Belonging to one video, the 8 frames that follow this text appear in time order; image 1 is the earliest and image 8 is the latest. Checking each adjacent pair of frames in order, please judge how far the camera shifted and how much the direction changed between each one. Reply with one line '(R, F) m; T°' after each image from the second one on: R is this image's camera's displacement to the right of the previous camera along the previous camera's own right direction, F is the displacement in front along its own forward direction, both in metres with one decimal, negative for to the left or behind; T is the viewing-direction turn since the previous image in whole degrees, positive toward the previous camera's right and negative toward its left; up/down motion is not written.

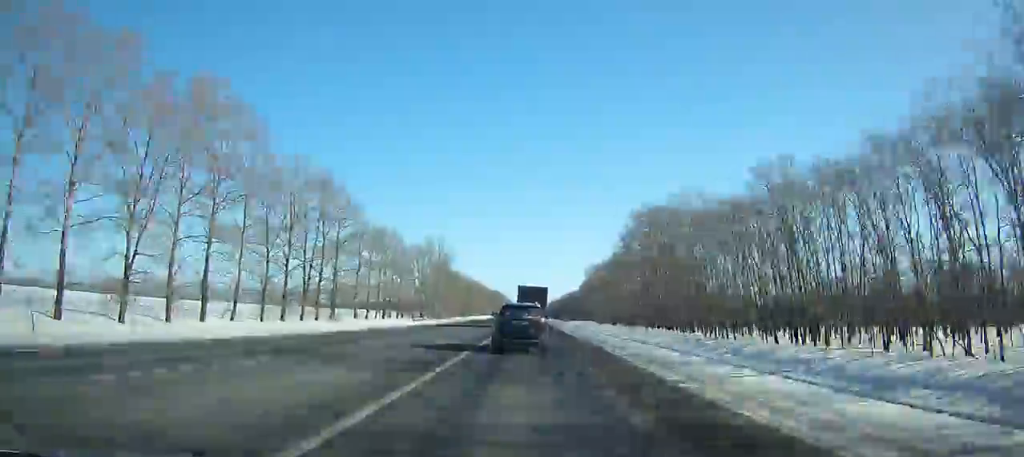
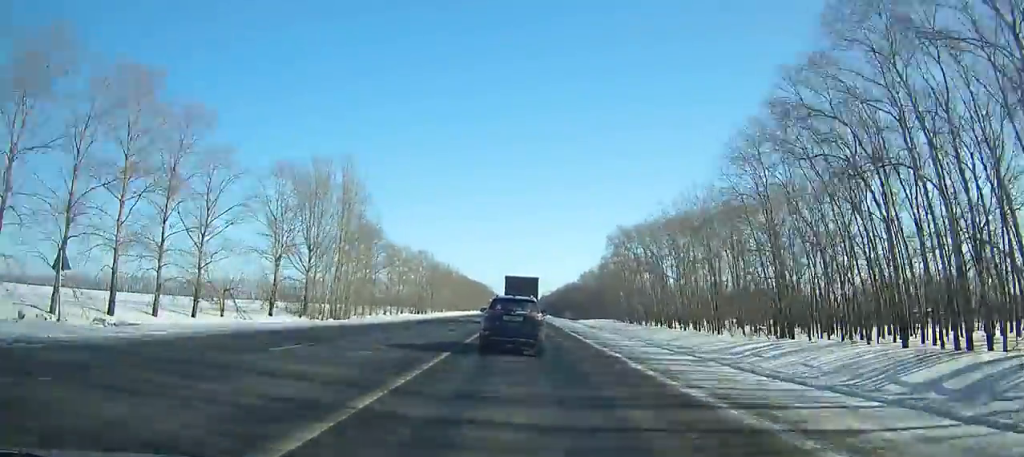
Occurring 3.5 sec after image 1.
(0.0, +72.4) m; 0°
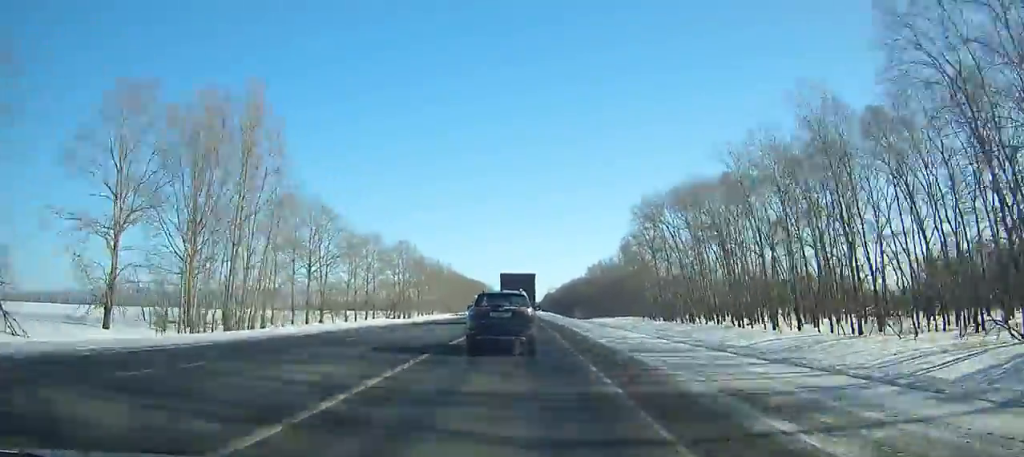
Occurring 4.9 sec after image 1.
(+0.1, +29.1) m; 0°
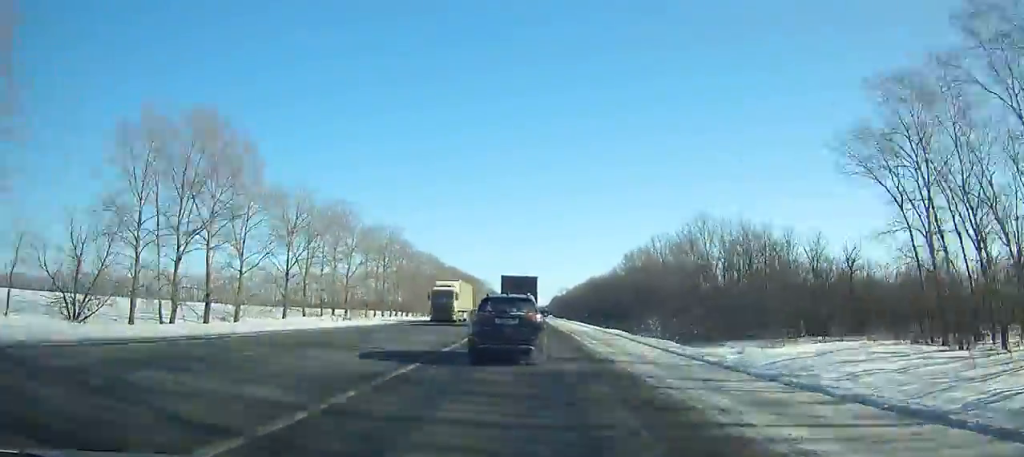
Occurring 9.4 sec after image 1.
(+0.1, +92.3) m; -2°
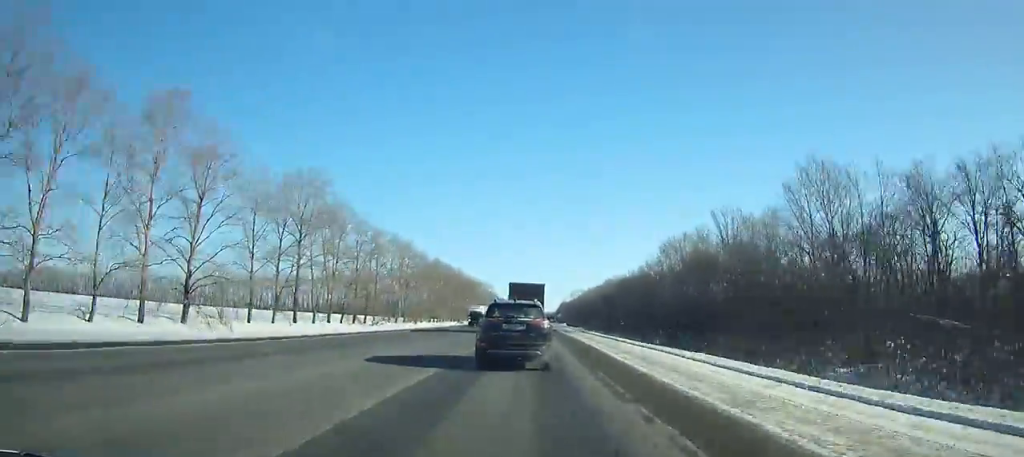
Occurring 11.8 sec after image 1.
(-0.8, +48.2) m; -1°
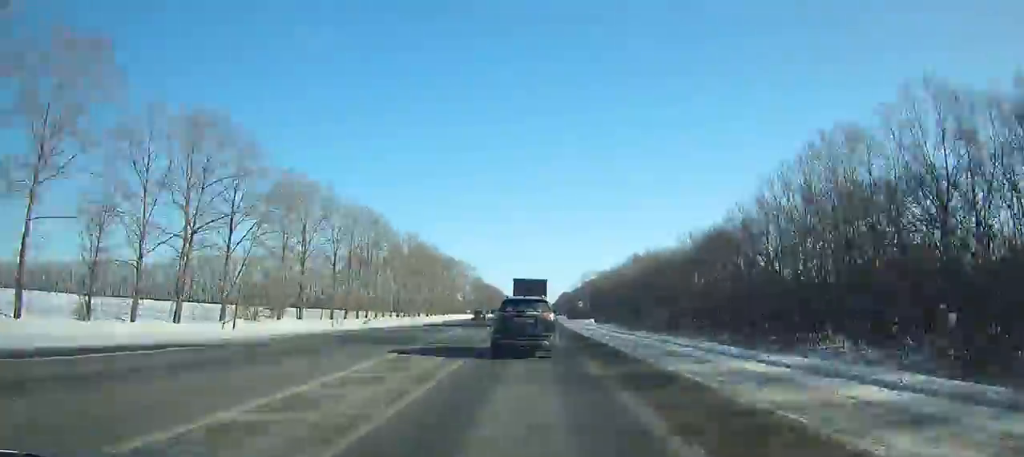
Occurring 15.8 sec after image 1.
(+3.2, +78.7) m; +5°
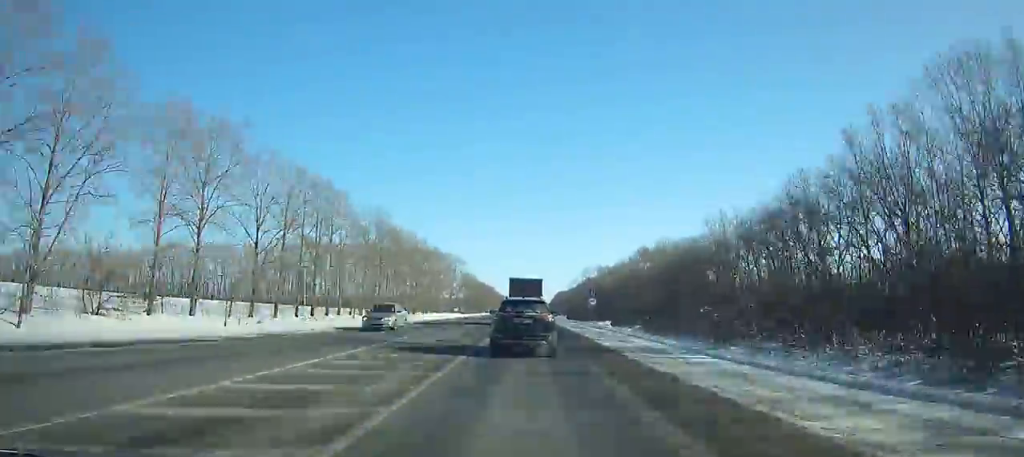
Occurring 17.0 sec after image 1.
(+1.9, +23.8) m; +1°
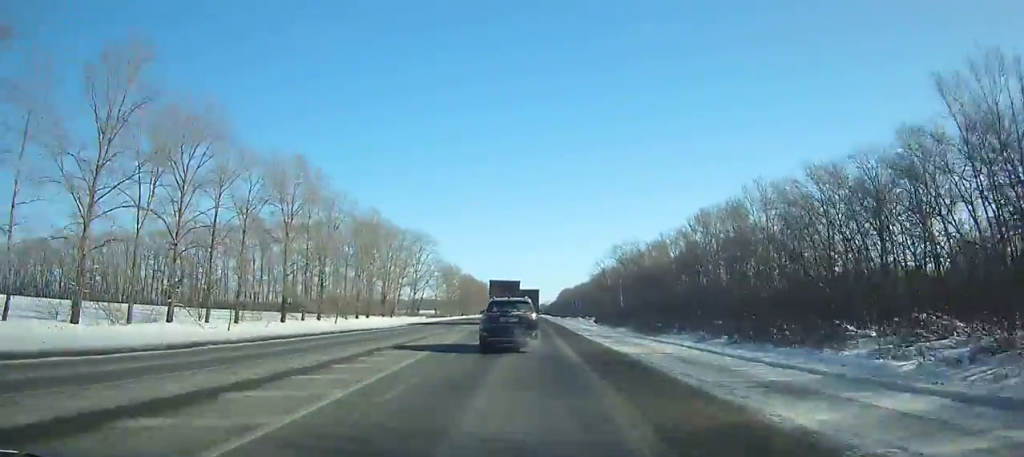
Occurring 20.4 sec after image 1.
(-4.8, +69.5) m; -4°
